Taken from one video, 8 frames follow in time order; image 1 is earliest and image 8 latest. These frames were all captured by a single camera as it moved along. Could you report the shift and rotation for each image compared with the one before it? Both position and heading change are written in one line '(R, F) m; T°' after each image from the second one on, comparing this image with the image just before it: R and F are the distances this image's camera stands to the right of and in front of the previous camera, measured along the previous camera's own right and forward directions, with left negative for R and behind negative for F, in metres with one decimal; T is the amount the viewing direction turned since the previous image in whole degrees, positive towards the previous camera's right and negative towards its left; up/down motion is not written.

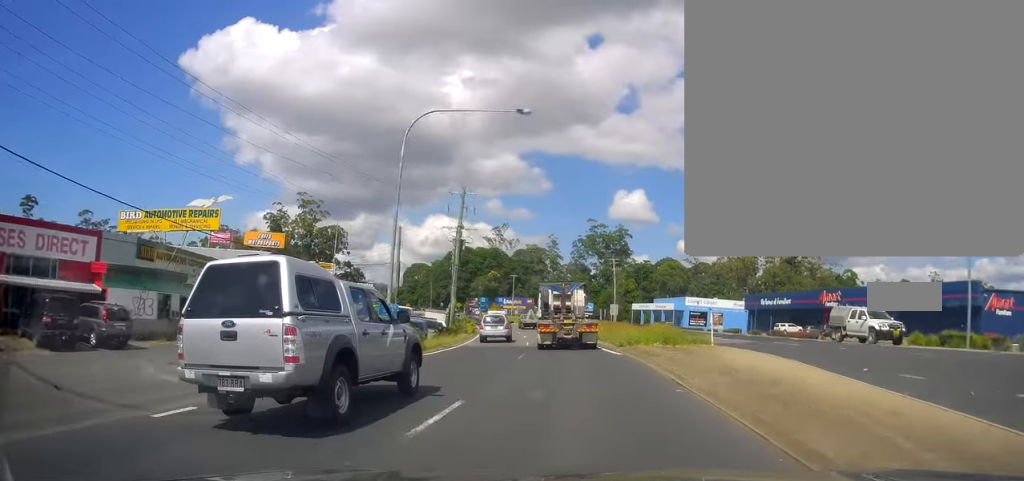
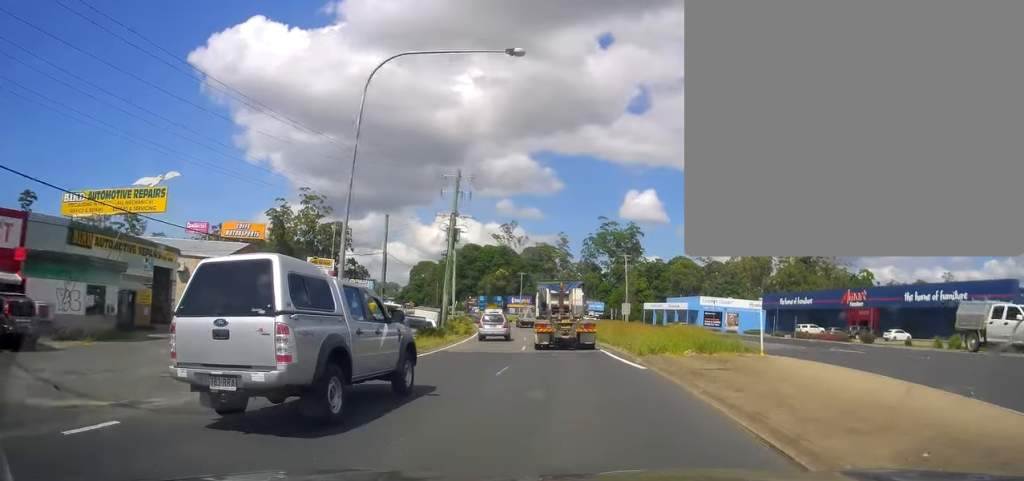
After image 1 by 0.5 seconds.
(0.0, +5.8) m; 0°
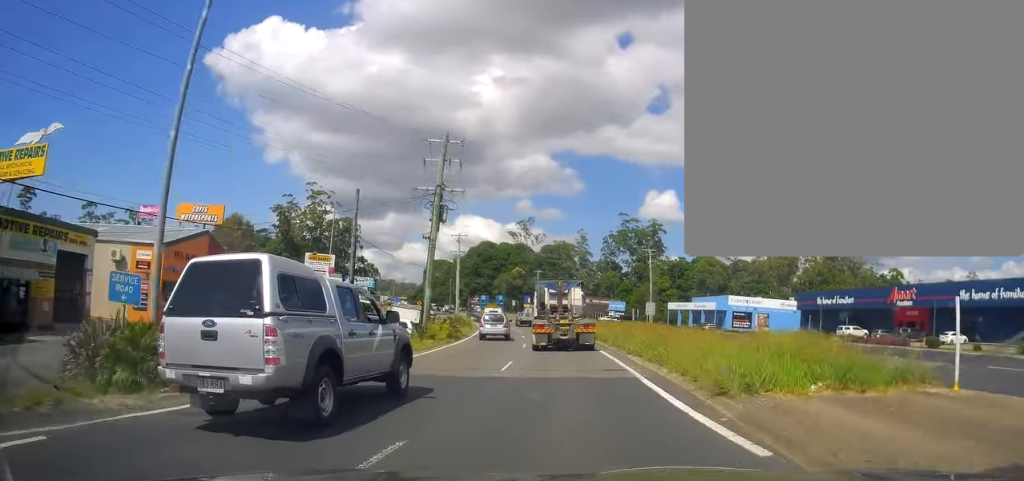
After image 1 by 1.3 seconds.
(0.0, +9.3) m; -2°
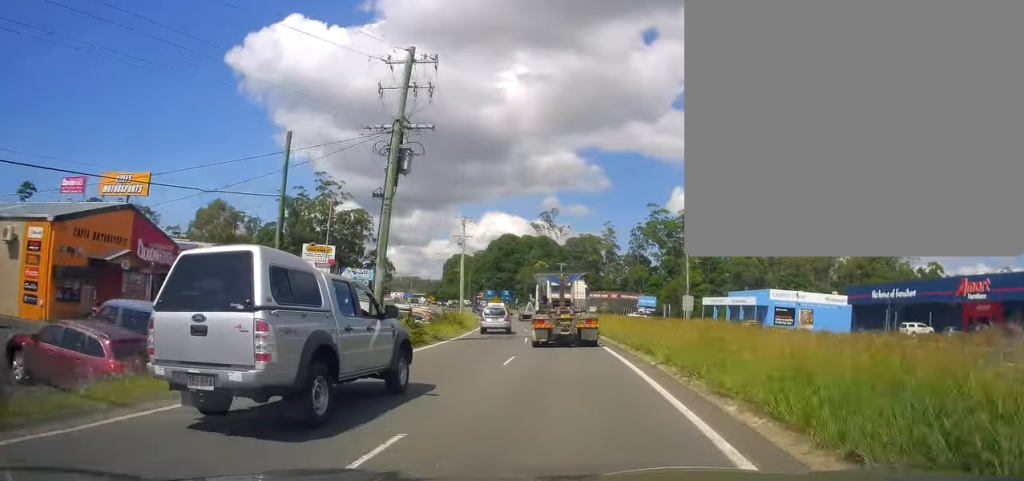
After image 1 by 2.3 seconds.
(-0.3, +11.5) m; -5°
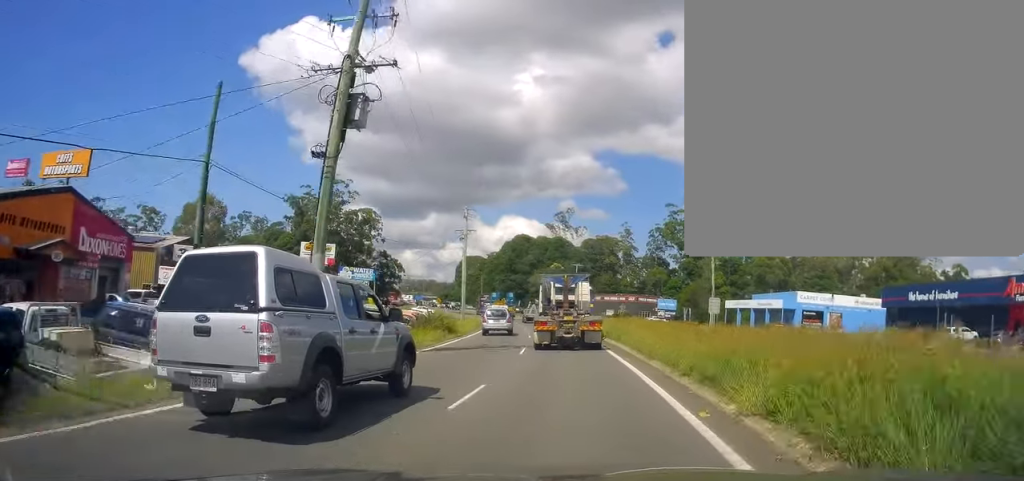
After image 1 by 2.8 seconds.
(-0.5, +6.9) m; -3°
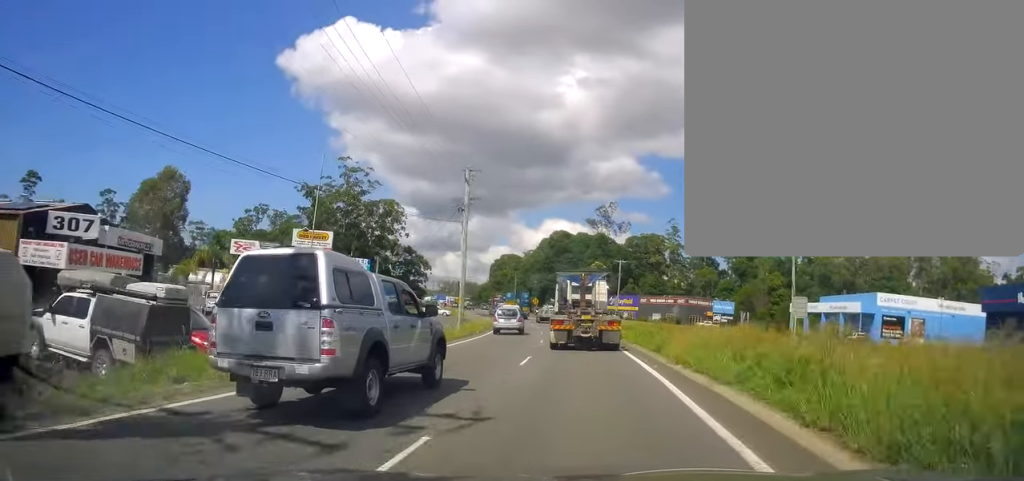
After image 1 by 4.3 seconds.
(-0.2, +17.1) m; -1°
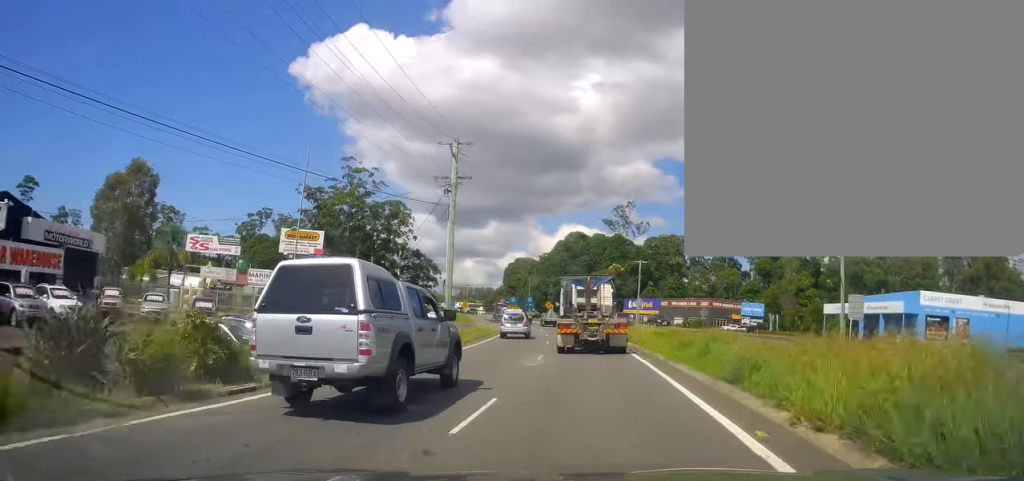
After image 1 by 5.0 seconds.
(+0.1, +8.5) m; -1°
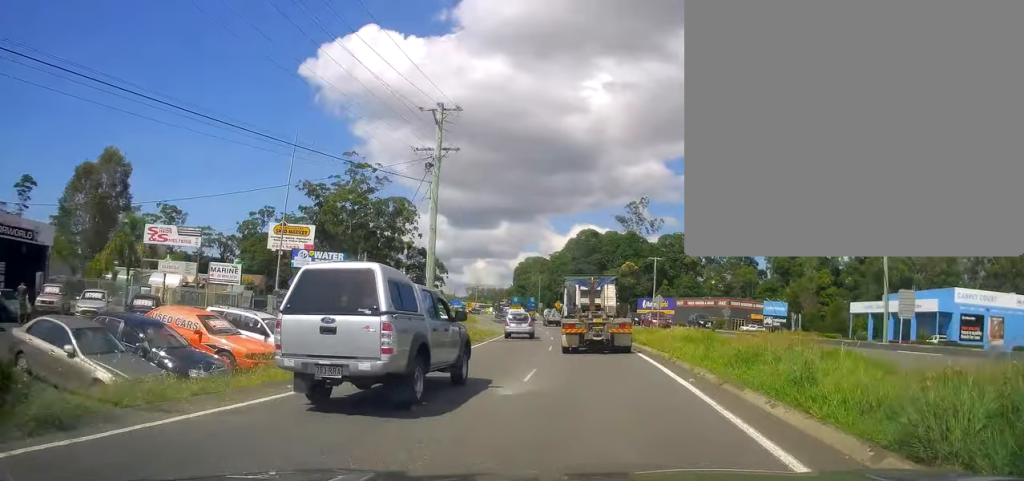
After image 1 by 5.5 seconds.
(-0.2, +6.1) m; -3°
